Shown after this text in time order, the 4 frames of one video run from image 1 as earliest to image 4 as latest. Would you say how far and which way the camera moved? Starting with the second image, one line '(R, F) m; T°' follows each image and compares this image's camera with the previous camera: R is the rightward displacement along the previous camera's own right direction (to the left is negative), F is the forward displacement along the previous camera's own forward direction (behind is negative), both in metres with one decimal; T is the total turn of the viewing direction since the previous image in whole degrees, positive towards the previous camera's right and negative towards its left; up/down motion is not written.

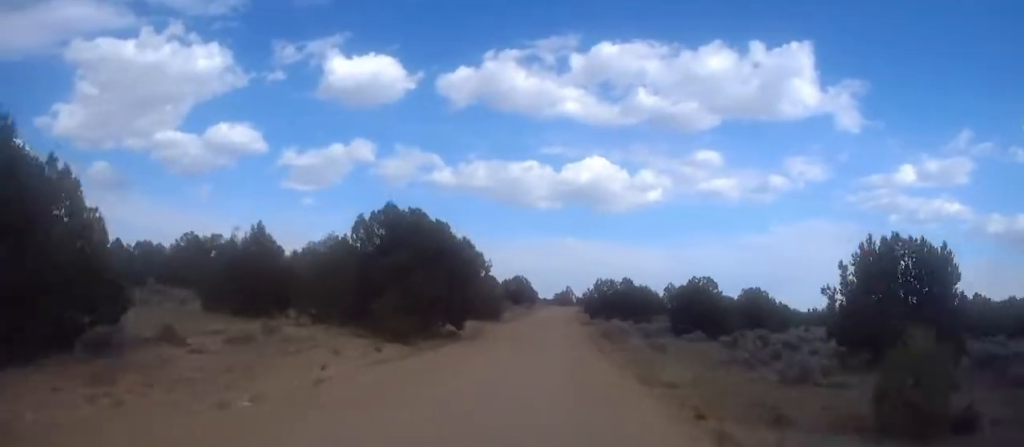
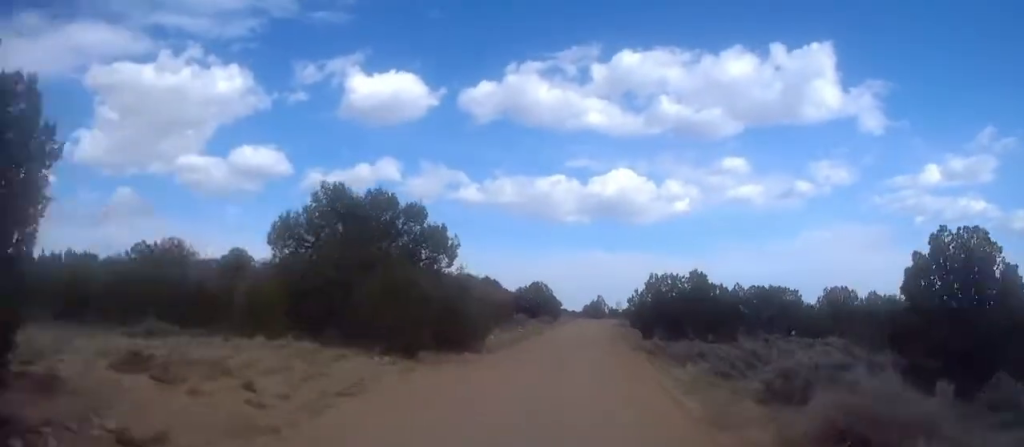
(-0.5, +29.1) m; -1°
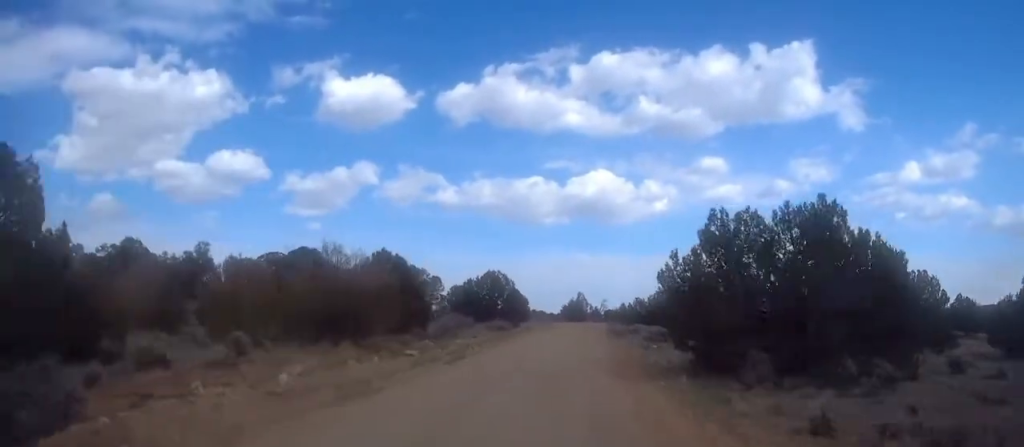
(+0.1, +30.0) m; -1°
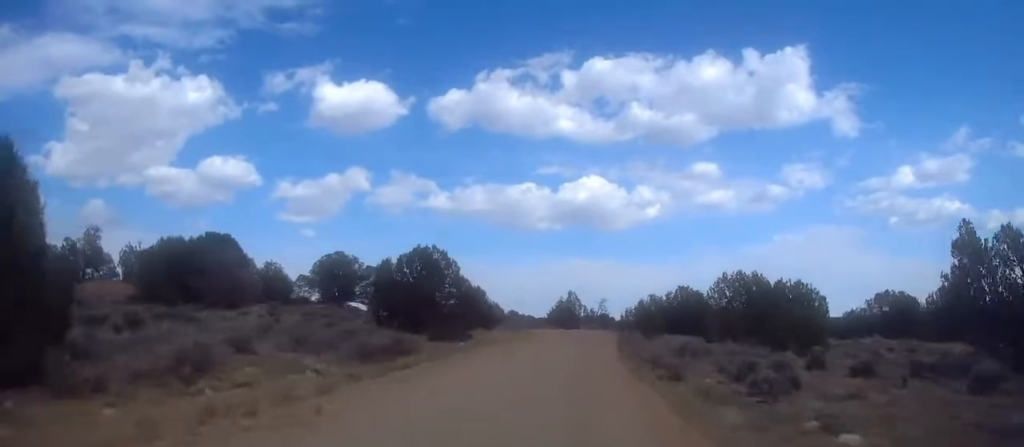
(-0.1, +30.3) m; 0°
